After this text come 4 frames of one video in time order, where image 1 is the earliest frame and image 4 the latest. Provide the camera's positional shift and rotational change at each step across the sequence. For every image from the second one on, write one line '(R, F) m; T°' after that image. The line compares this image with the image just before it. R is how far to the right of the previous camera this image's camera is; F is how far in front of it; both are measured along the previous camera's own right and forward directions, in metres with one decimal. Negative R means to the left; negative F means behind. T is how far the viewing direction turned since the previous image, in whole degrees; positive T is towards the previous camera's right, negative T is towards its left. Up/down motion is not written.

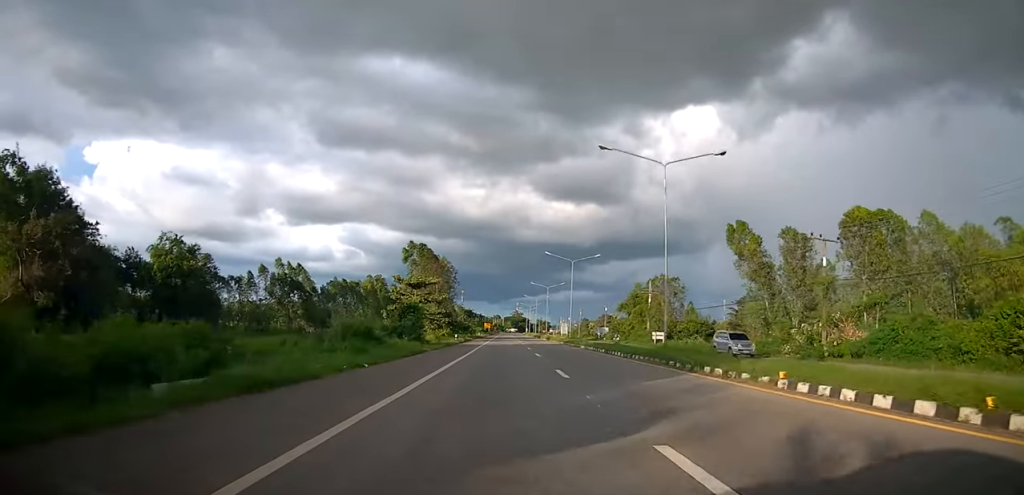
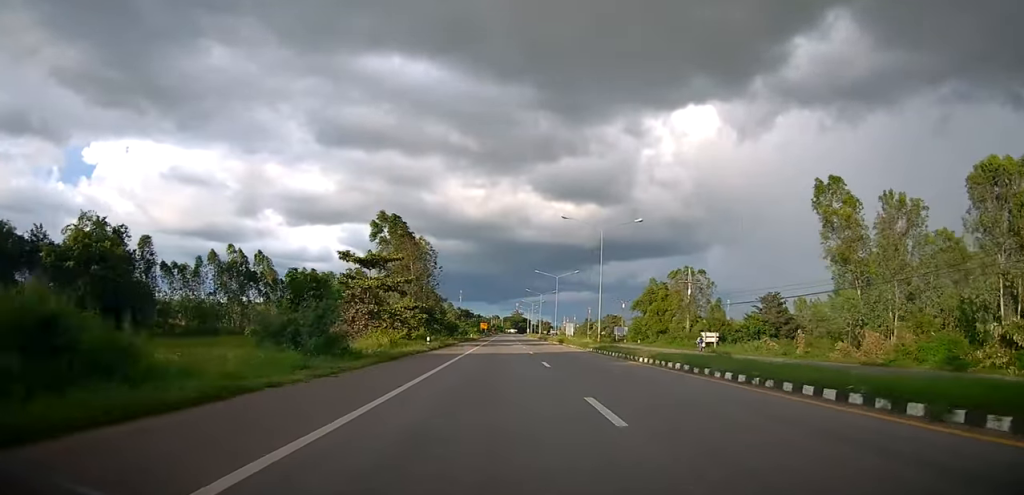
(-0.6, +19.8) m; 0°
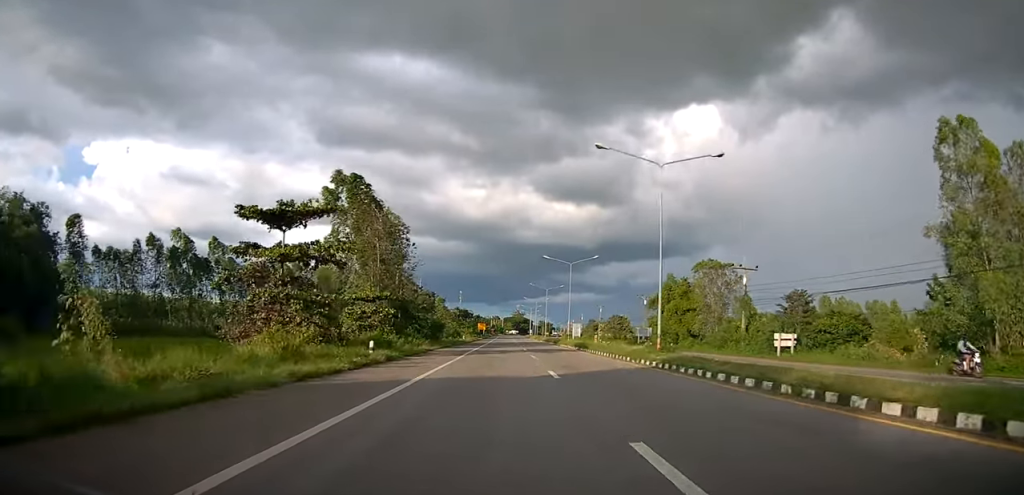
(+0.5, +16.3) m; +1°
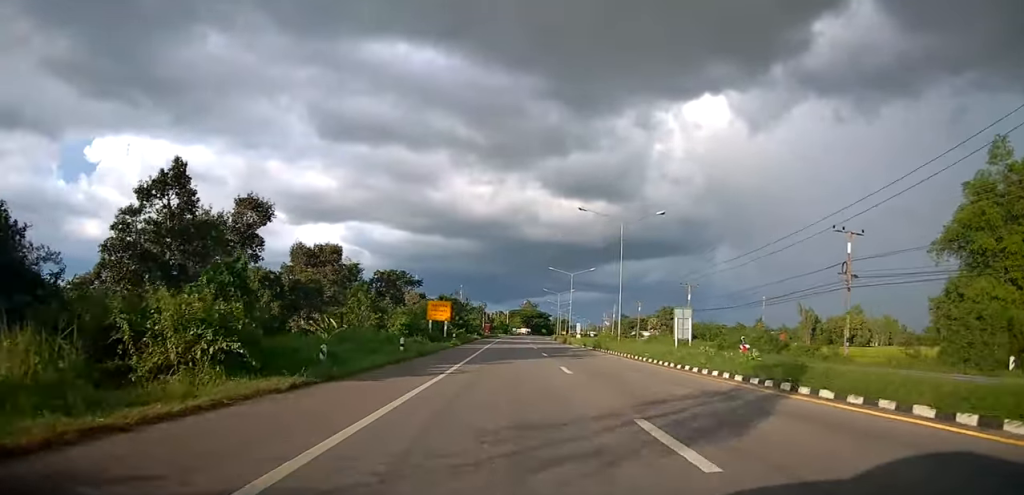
(-3.0, +94.7) m; -2°
